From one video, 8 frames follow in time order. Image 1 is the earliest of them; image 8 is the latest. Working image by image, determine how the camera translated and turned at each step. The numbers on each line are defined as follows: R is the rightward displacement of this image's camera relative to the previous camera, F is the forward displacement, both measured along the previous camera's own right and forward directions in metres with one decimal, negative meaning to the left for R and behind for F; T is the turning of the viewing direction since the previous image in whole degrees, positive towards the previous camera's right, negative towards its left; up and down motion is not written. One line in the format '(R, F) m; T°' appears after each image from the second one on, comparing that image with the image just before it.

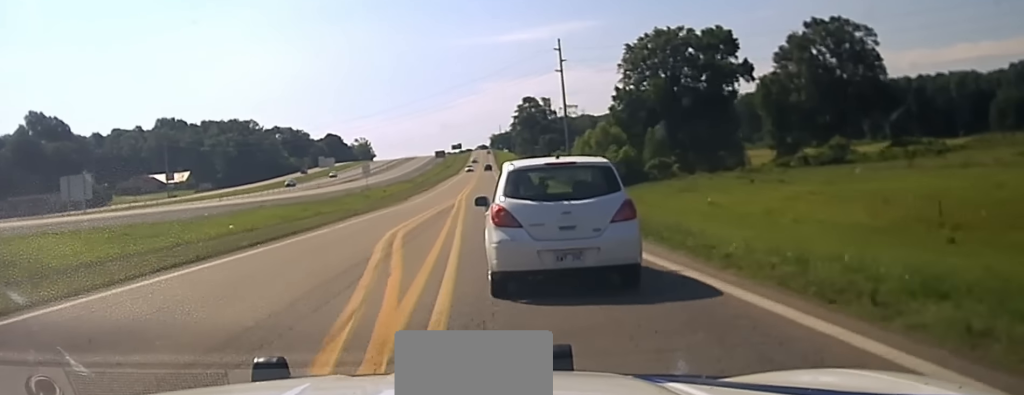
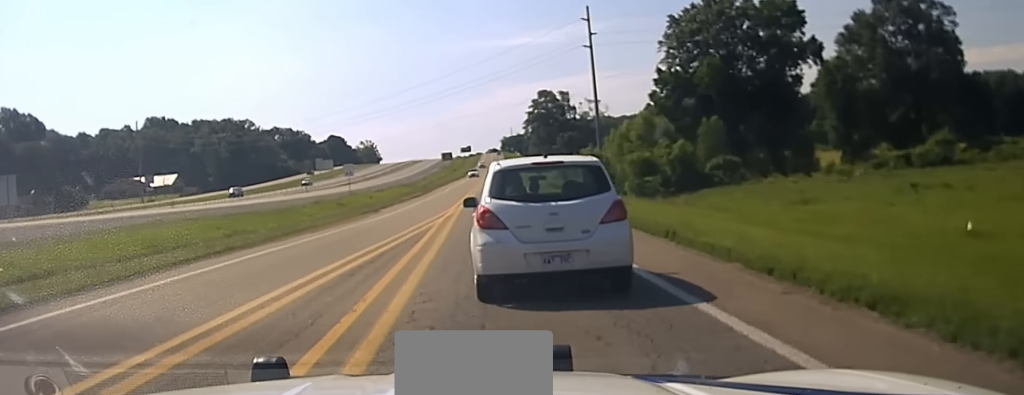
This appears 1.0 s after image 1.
(+0.1, +23.8) m; -1°
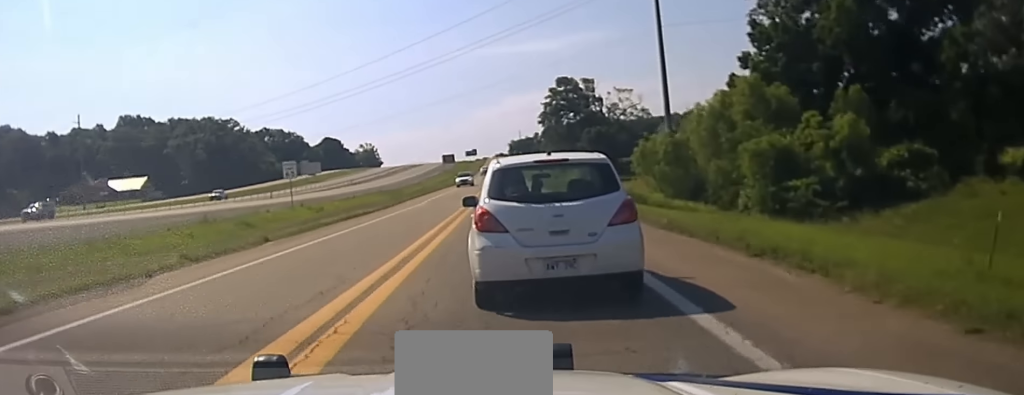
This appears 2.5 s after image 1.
(-1.1, +34.9) m; -2°
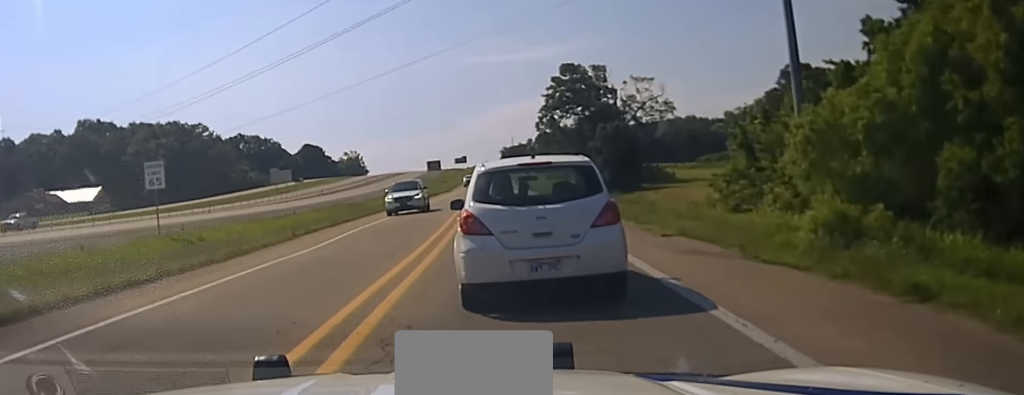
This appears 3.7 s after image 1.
(0.0, +30.3) m; +1°
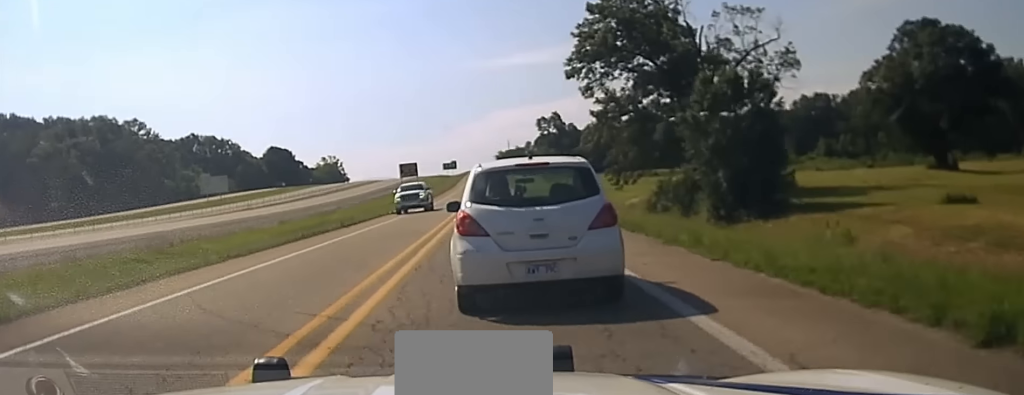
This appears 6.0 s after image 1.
(+0.6, +58.3) m; 0°
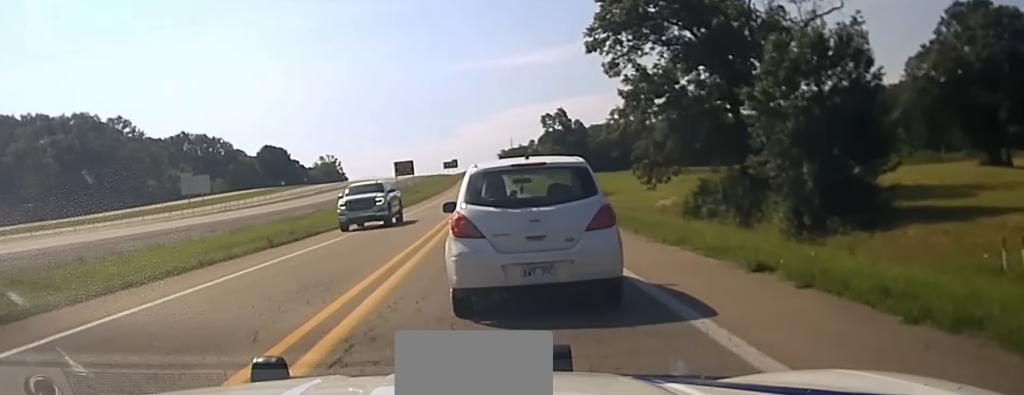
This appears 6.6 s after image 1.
(0.0, +12.0) m; 0°
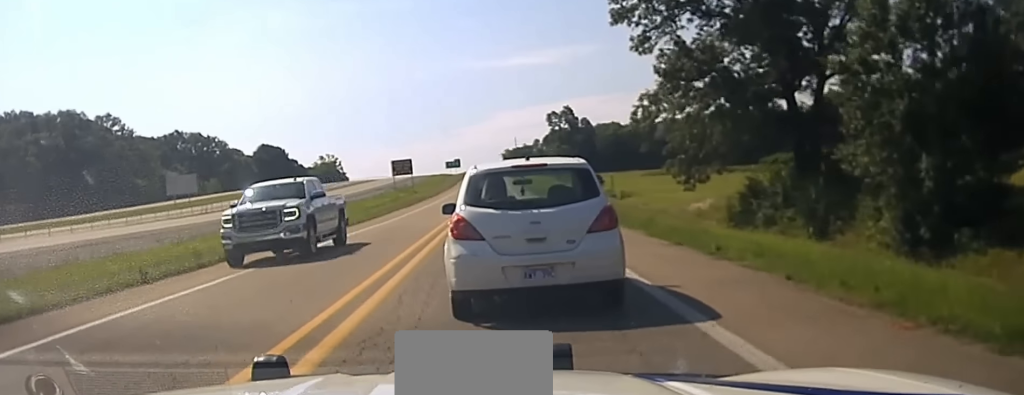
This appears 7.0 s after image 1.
(0.0, +9.8) m; 0°
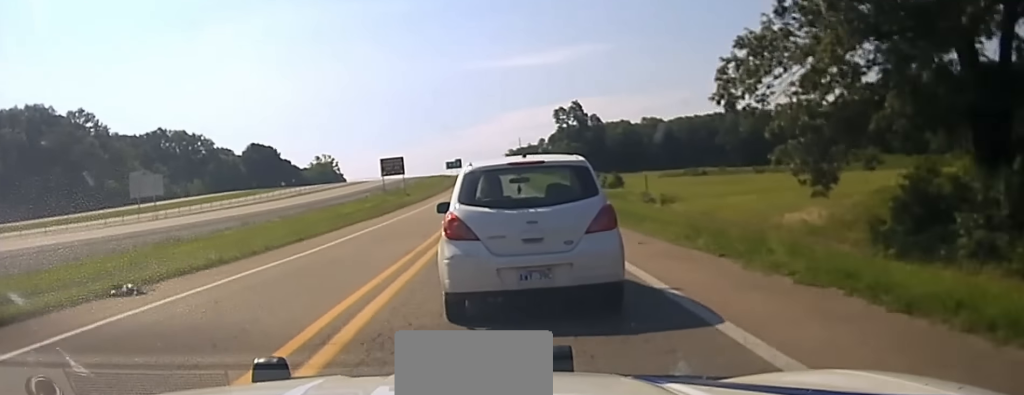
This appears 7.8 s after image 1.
(0.0, +18.7) m; 0°
